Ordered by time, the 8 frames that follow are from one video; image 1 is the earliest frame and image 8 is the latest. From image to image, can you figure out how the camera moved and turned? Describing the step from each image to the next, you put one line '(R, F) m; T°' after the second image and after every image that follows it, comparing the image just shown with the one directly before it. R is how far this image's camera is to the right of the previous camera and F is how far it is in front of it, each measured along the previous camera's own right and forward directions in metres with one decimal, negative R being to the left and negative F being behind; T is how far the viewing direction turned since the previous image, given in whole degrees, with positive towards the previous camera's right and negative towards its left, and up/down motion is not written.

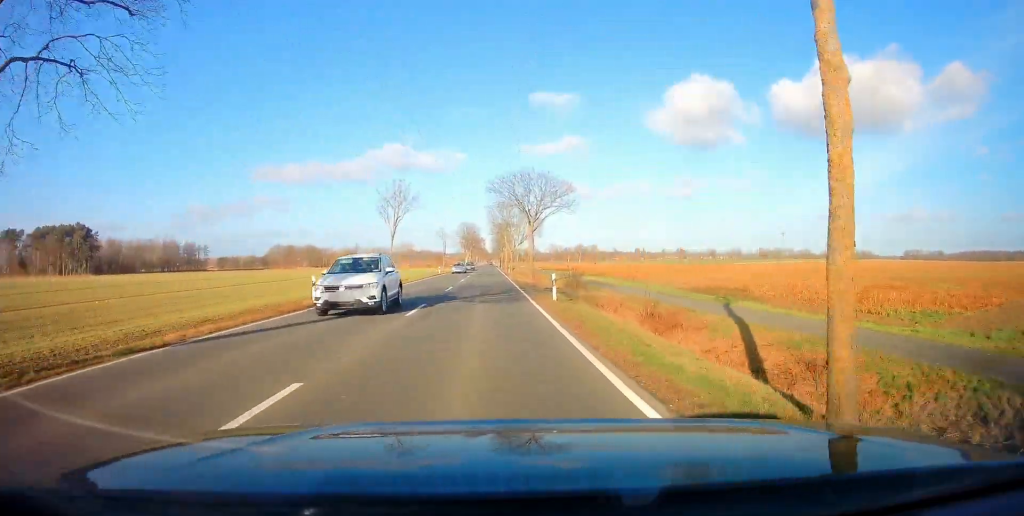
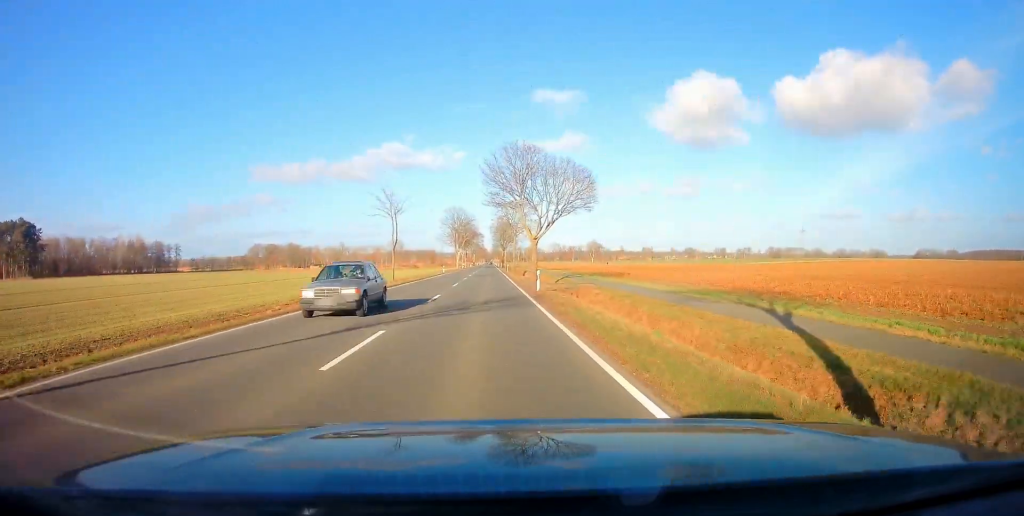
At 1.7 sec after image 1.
(-0.6, +43.2) m; -1°
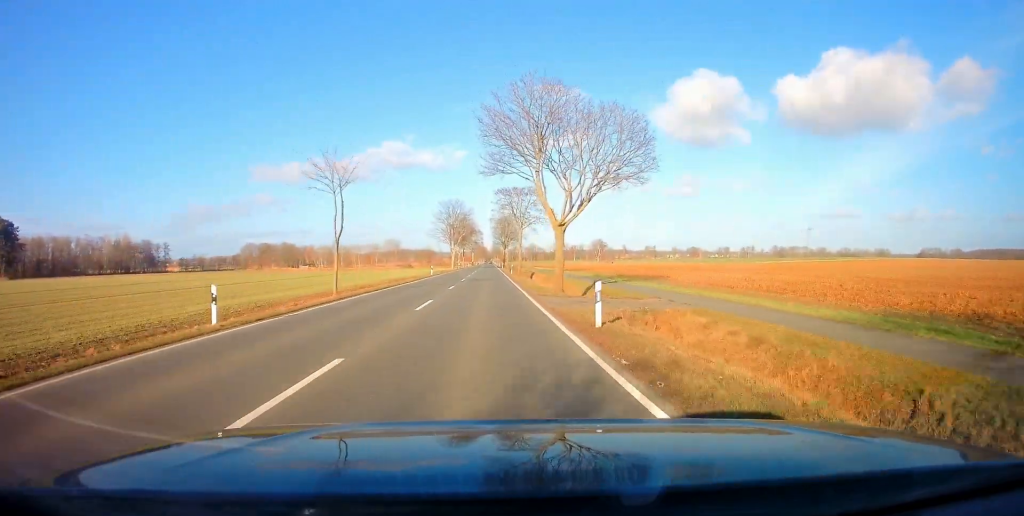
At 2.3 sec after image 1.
(0.0, +15.1) m; 0°
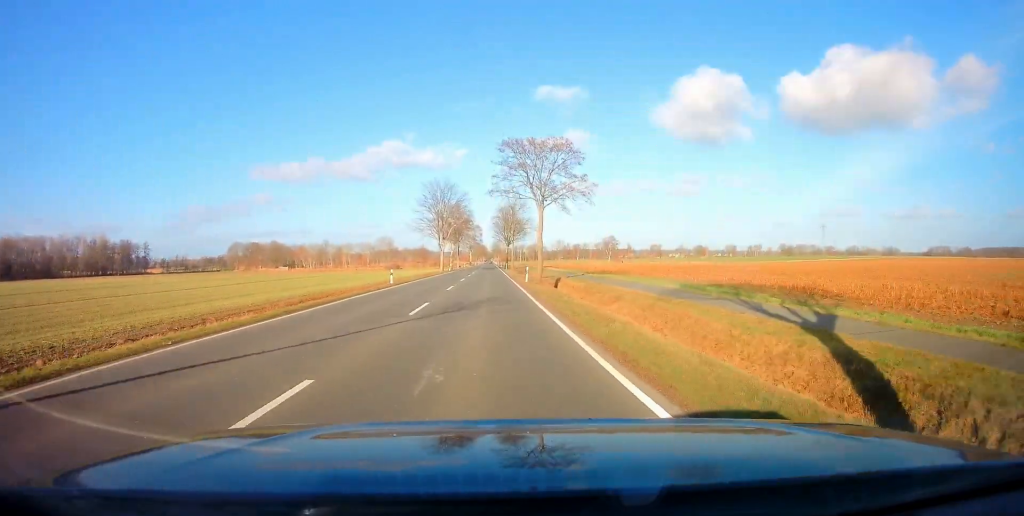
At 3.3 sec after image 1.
(0.0, +25.4) m; 0°
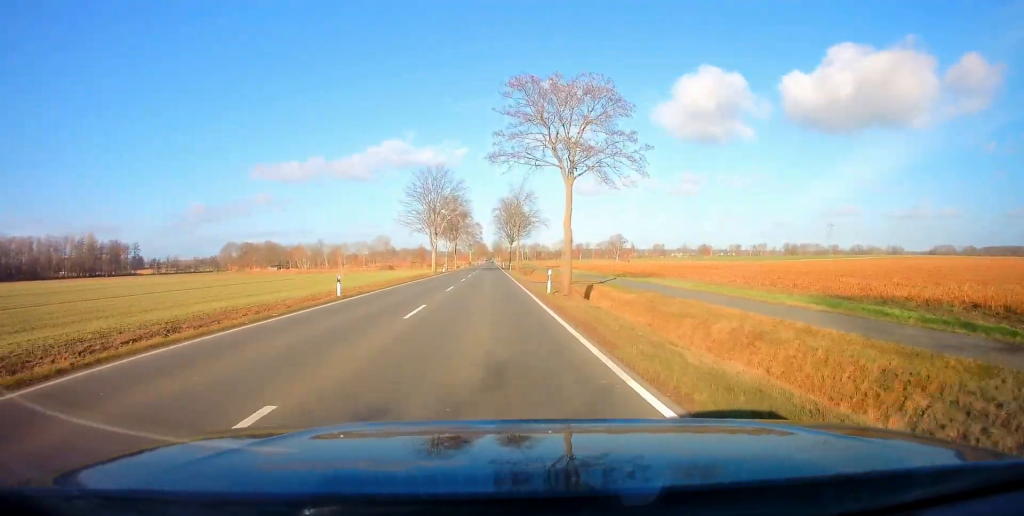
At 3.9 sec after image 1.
(0.0, +13.3) m; 0°
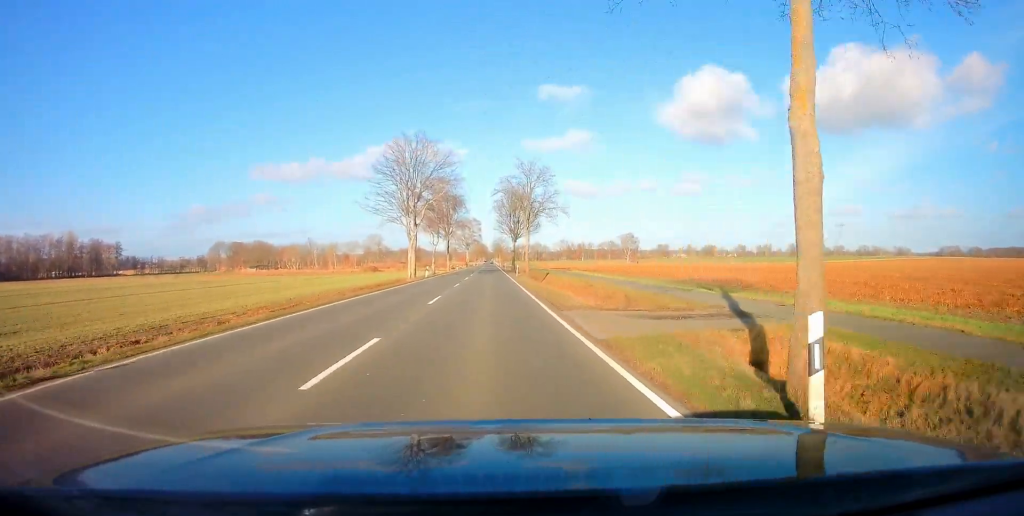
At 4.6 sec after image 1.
(0.0, +19.4) m; 0°
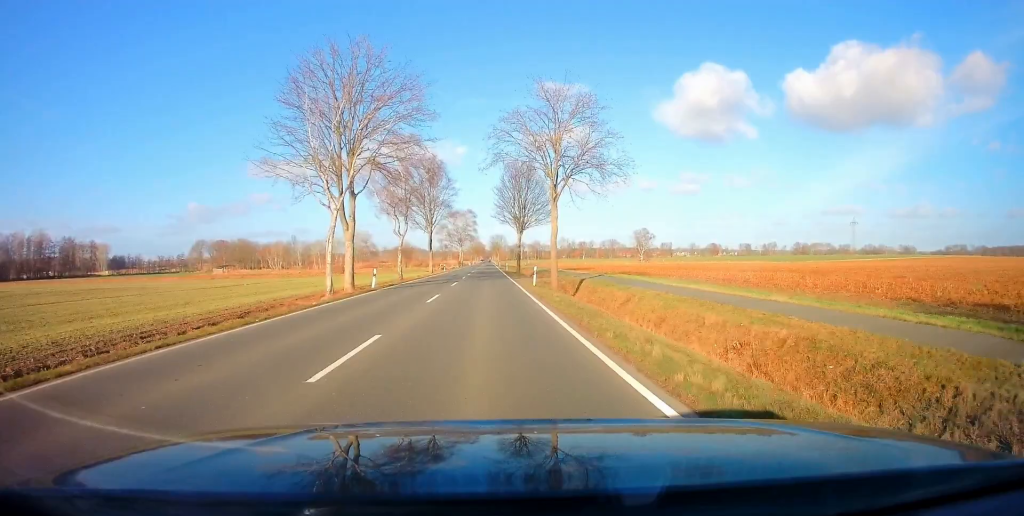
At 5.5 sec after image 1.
(+0.1, +23.7) m; 0°
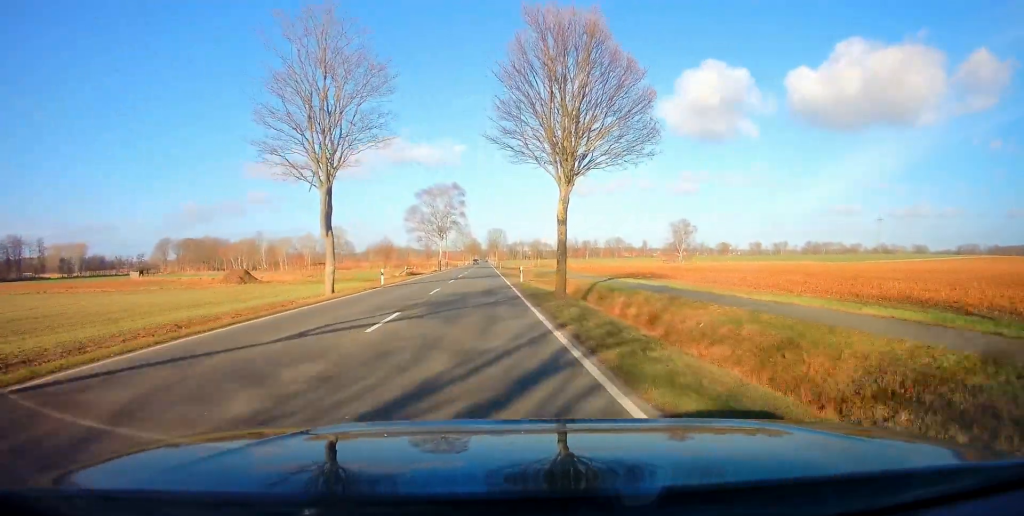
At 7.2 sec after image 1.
(-0.1, +43.7) m; 0°
